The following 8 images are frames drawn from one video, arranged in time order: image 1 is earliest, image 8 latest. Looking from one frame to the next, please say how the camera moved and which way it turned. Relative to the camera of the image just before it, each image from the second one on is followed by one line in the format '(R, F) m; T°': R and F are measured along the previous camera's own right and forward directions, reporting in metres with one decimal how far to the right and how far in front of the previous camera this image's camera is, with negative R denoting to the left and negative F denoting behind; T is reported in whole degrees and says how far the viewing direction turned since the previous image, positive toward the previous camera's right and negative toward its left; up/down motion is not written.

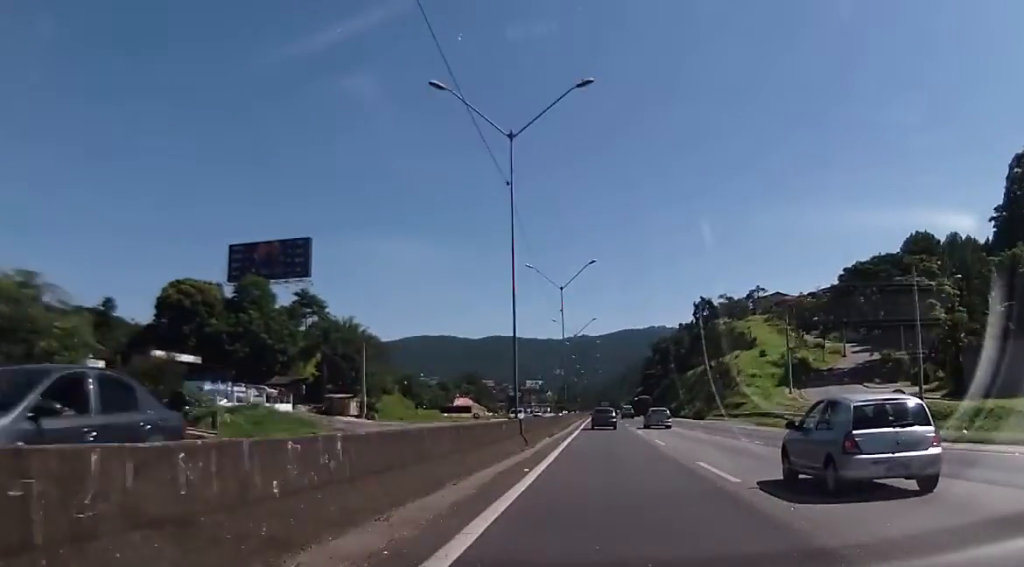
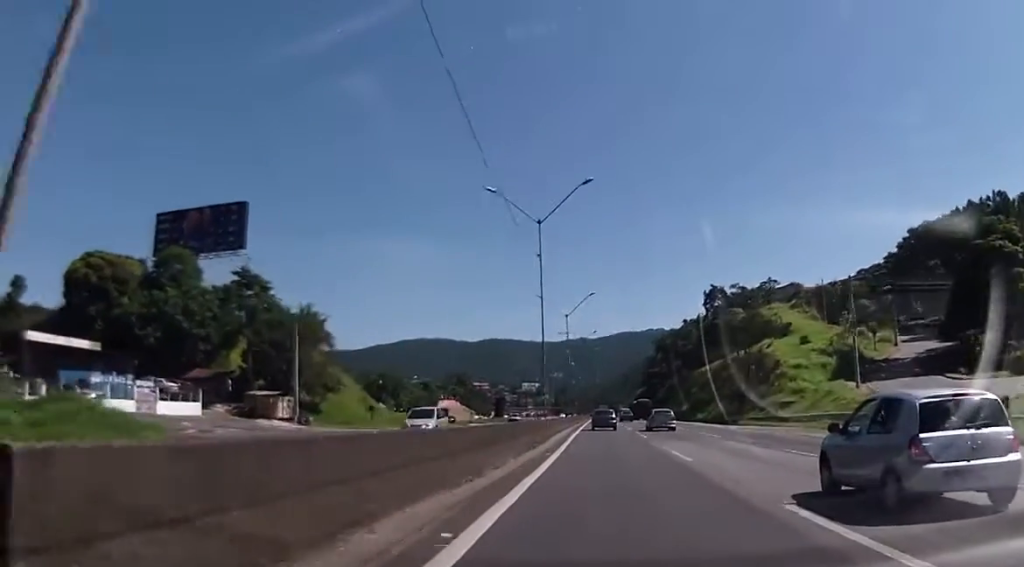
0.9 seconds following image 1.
(-0.2, +21.9) m; -1°
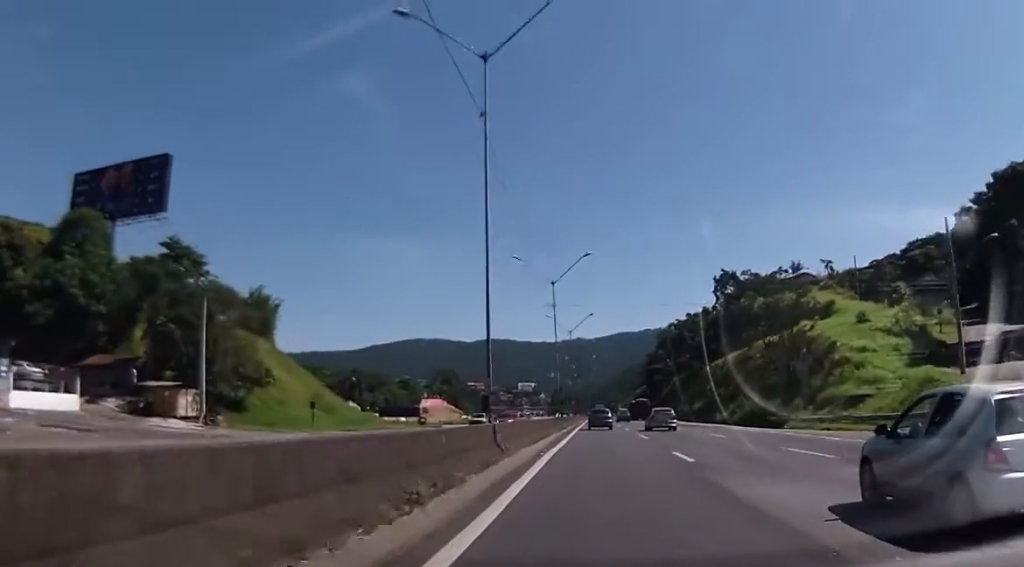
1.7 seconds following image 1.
(-0.2, +18.6) m; 0°
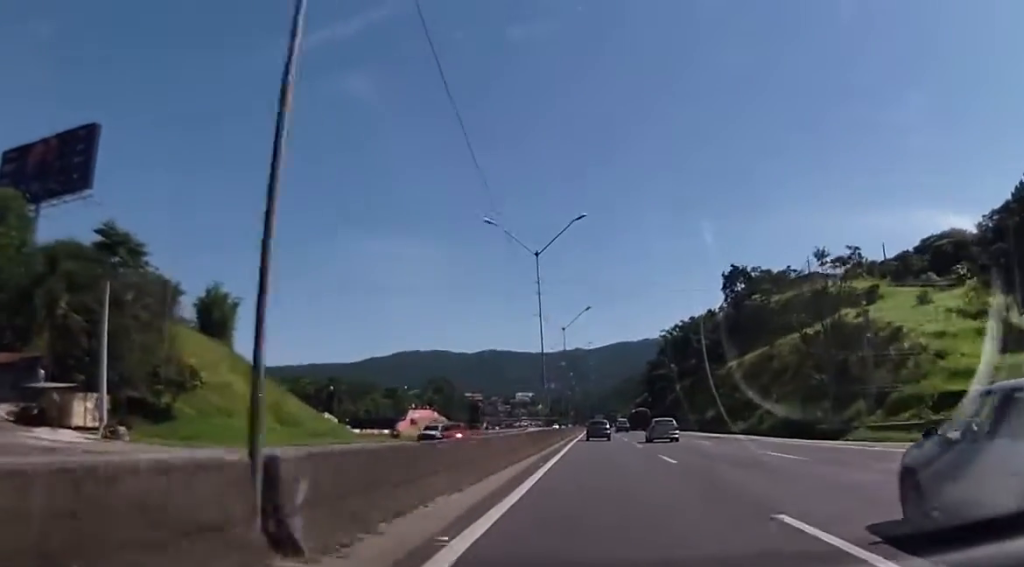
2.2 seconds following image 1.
(+0.3, +13.1) m; 0°
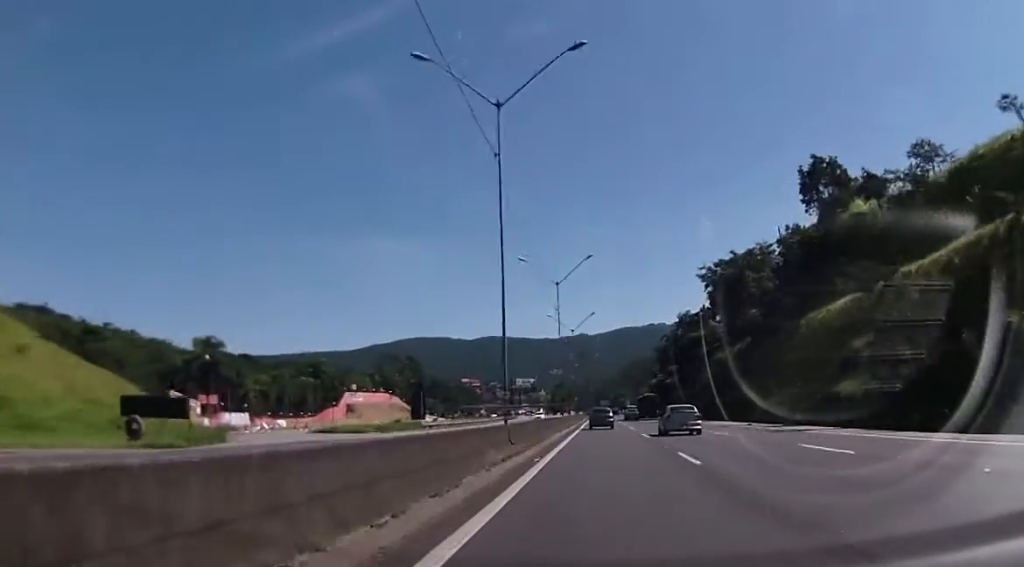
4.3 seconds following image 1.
(+0.3, +51.9) m; +1°
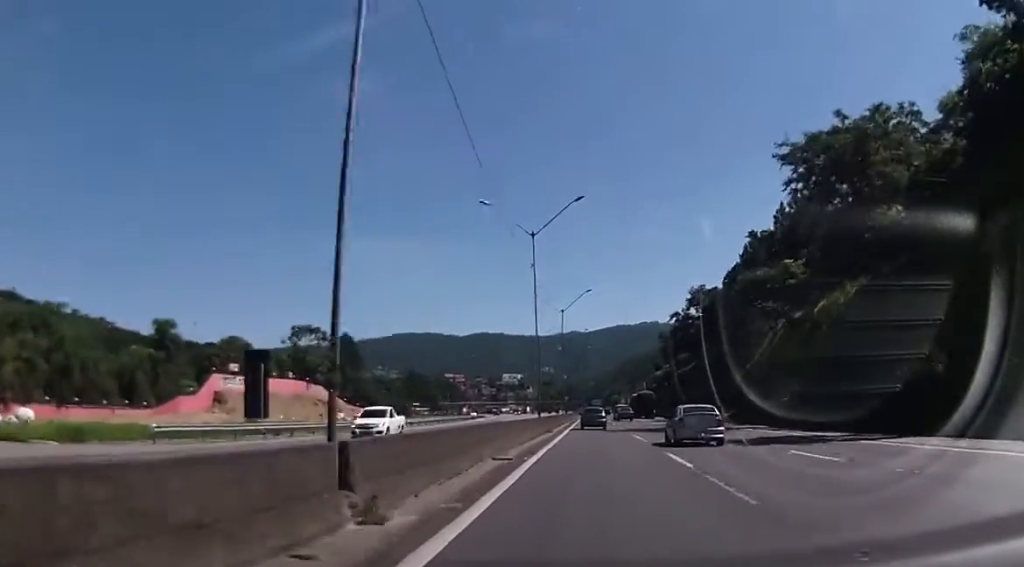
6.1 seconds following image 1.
(-0.6, +48.4) m; 0°
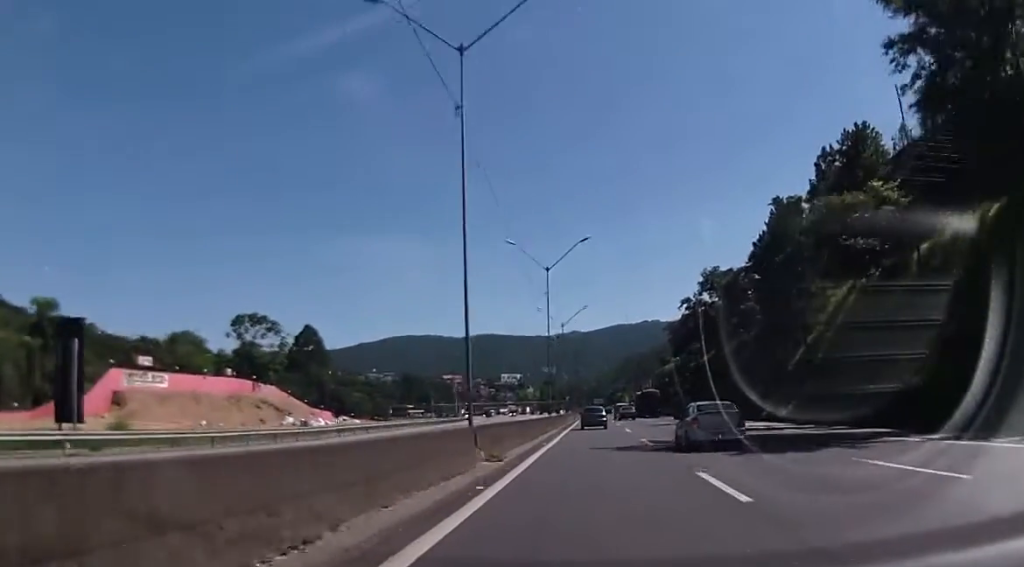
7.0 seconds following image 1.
(+0.2, +22.4) m; 0°
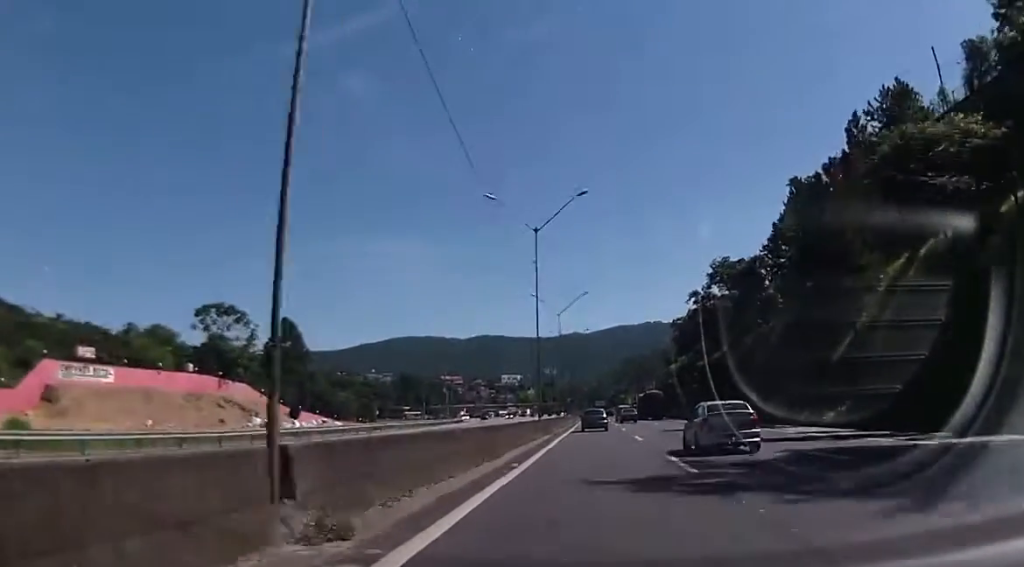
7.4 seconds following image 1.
(+0.3, +11.2) m; 0°
